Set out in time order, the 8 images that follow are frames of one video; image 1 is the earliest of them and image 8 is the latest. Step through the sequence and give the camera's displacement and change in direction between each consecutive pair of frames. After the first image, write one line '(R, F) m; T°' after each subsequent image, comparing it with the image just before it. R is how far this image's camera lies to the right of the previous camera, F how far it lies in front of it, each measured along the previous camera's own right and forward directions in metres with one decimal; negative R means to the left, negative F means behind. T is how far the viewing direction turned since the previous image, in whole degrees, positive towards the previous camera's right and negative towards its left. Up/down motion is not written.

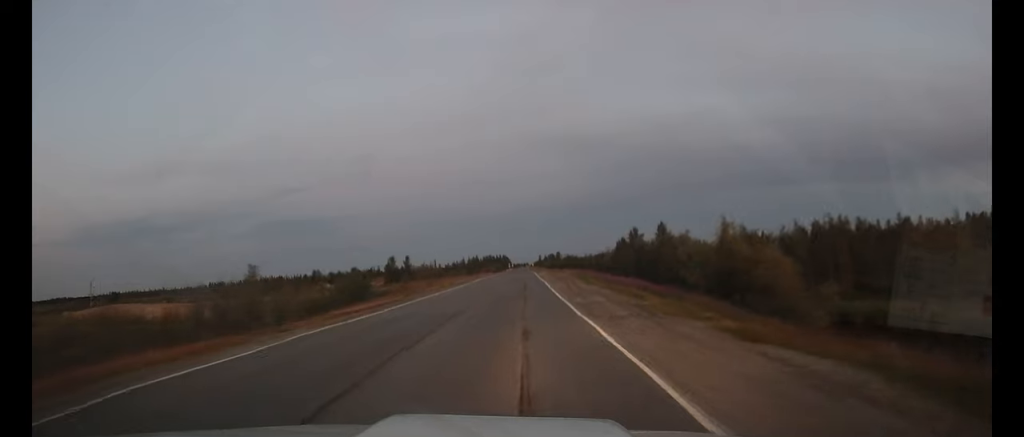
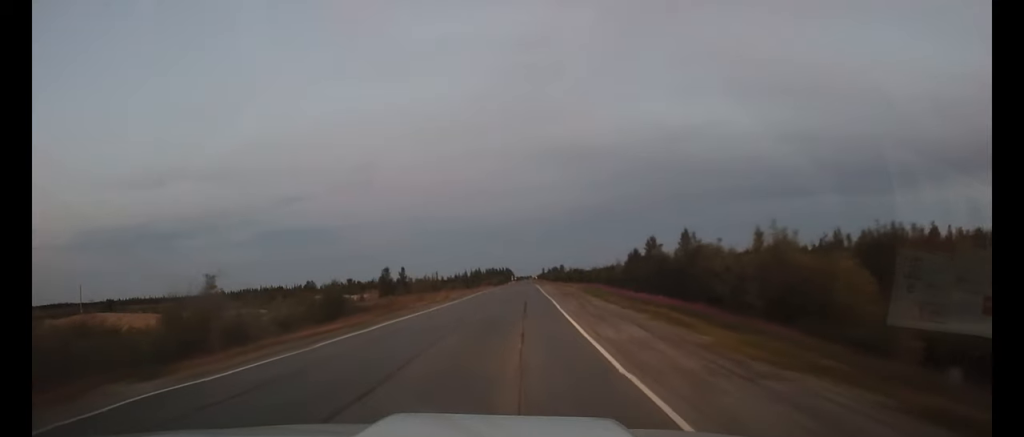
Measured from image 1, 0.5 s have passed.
(+0.1, +7.5) m; 0°
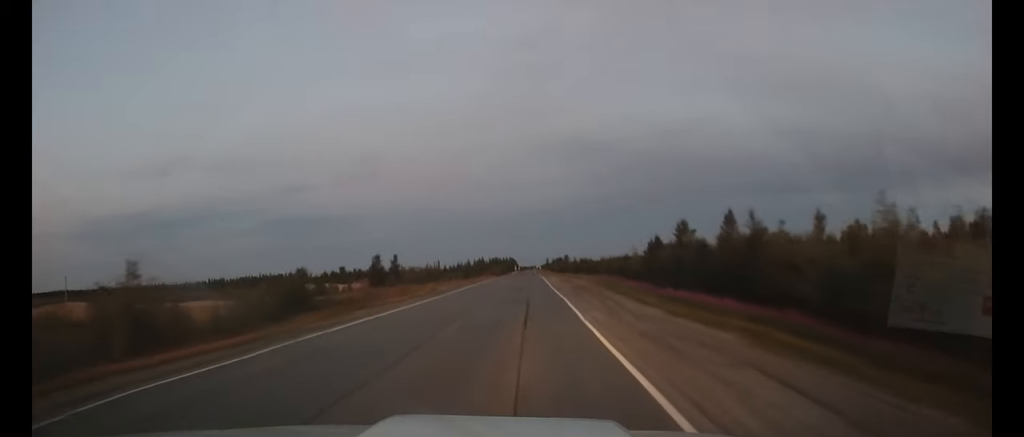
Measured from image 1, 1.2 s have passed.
(0.0, +10.1) m; 0°
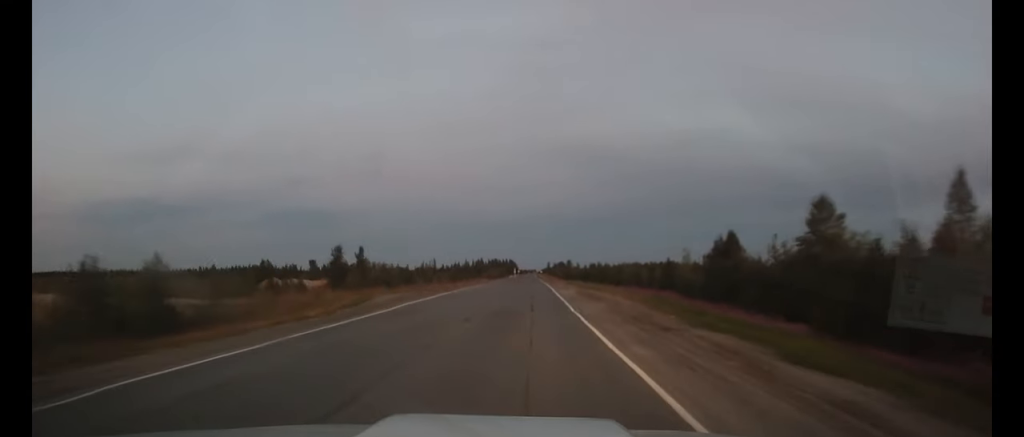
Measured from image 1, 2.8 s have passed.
(-0.1, +23.2) m; -1°
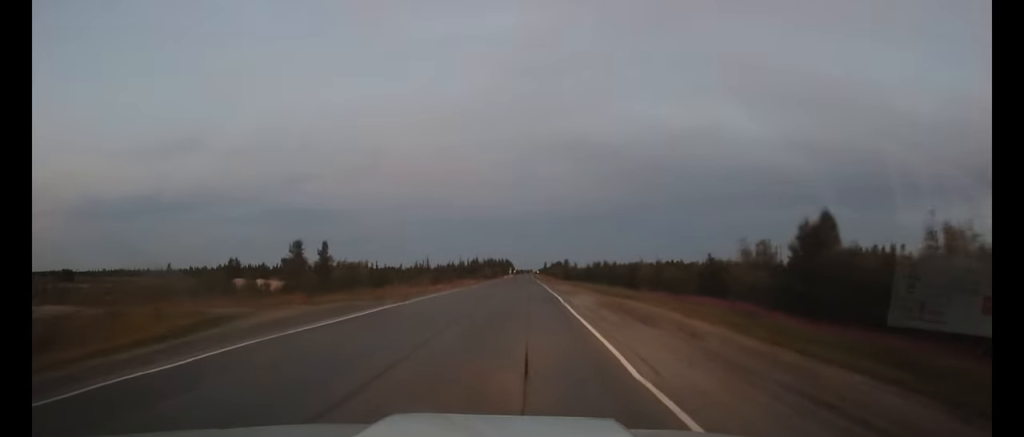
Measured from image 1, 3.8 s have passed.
(0.0, +14.6) m; 0°
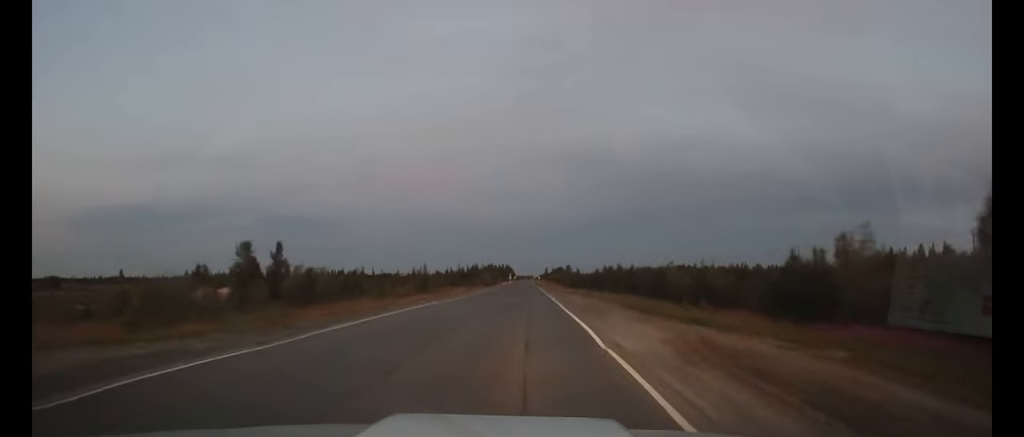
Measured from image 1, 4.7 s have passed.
(0.0, +14.7) m; 0°
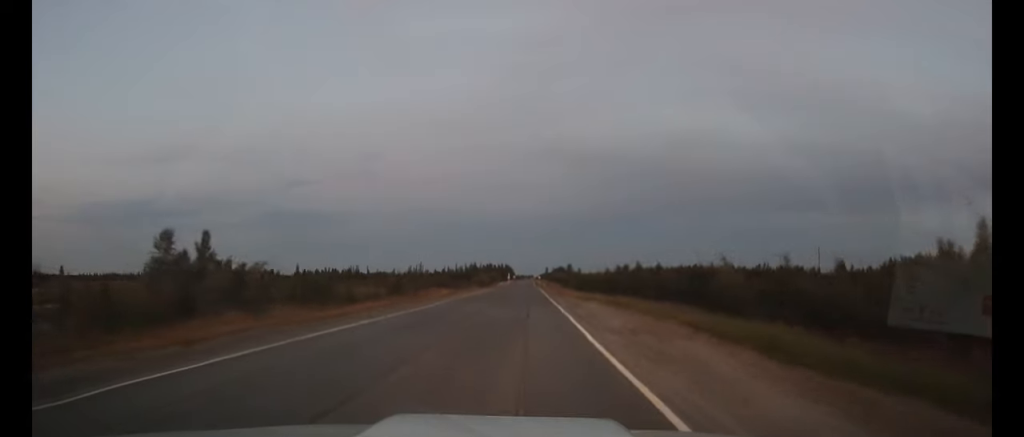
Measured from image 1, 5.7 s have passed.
(0.0, +15.2) m; 0°
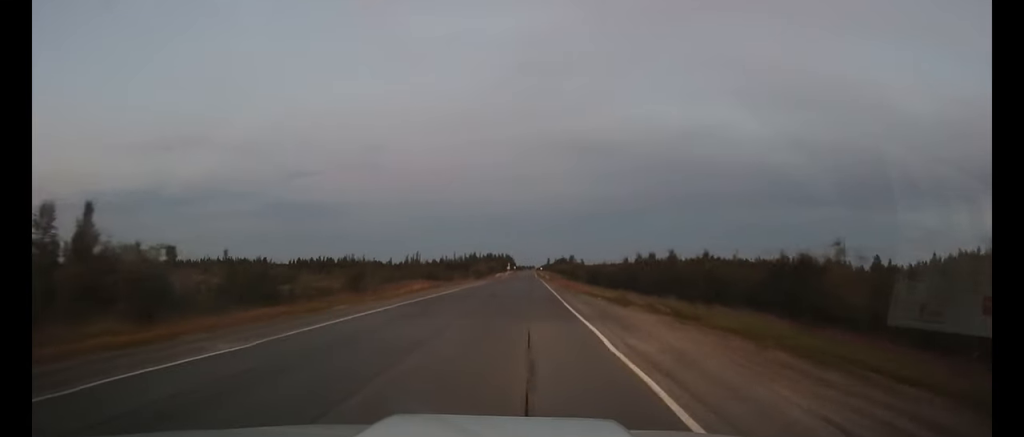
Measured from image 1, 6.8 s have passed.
(0.0, +15.6) m; 0°
